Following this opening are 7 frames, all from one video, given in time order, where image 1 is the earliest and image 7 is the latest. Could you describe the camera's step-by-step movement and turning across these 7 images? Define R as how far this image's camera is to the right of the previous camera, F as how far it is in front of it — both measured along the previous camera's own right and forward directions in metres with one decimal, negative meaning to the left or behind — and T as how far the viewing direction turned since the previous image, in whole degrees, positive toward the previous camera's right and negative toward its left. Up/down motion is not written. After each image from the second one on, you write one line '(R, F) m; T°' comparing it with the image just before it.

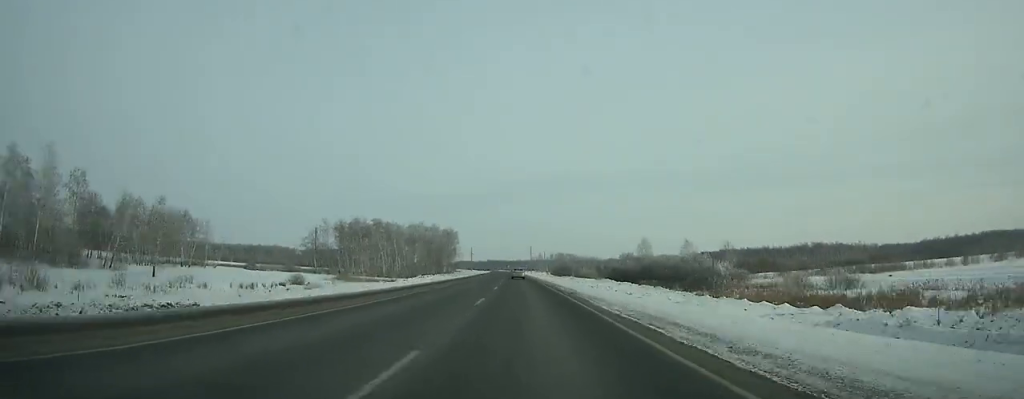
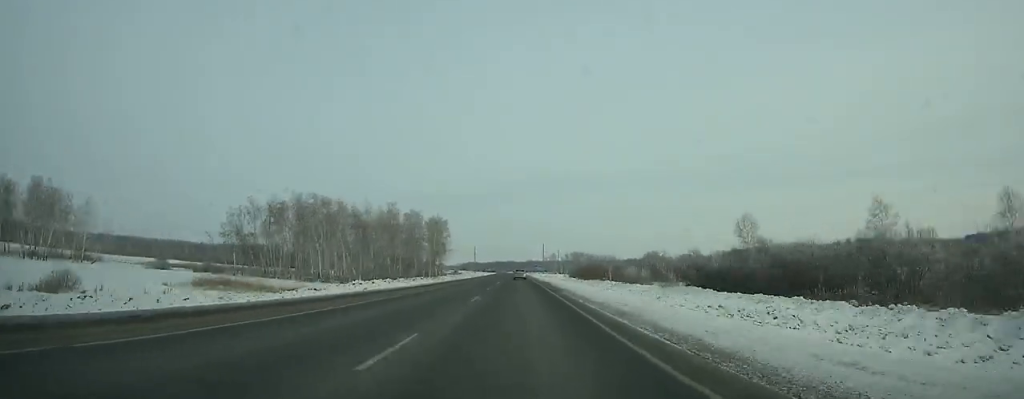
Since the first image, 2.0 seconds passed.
(-0.4, +62.7) m; -1°
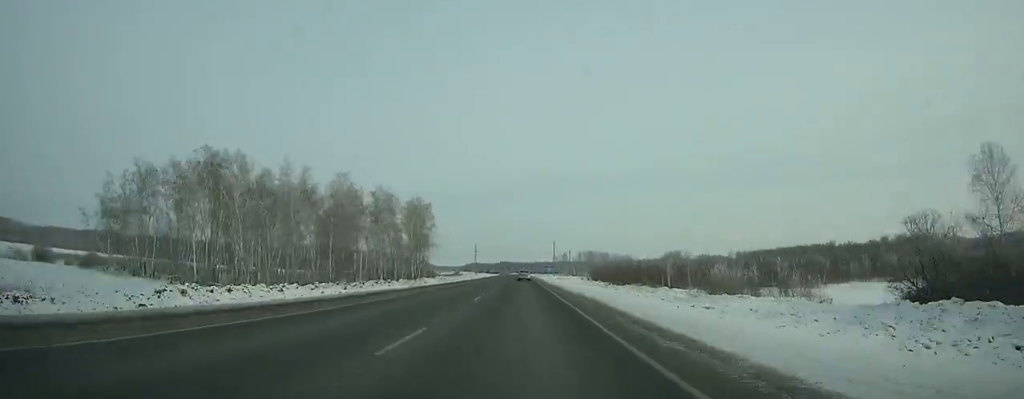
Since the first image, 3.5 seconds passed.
(-0.3, +47.0) m; 0°
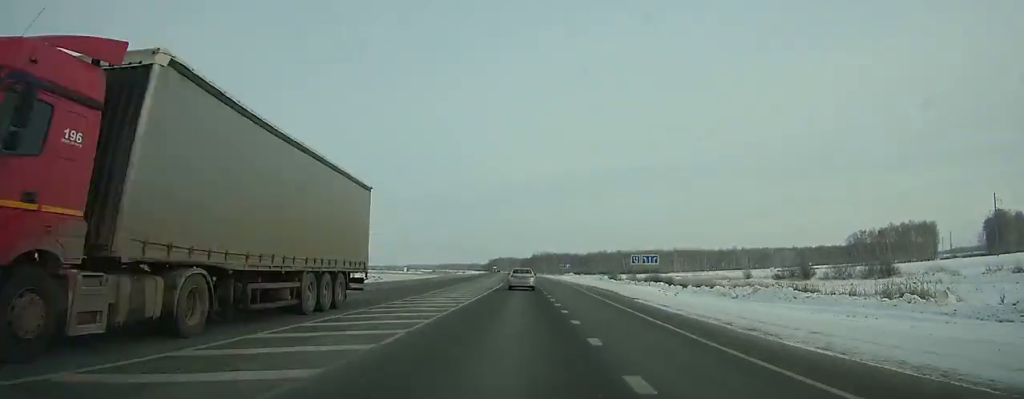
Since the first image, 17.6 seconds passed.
(-13.5, +409.2) m; -5°
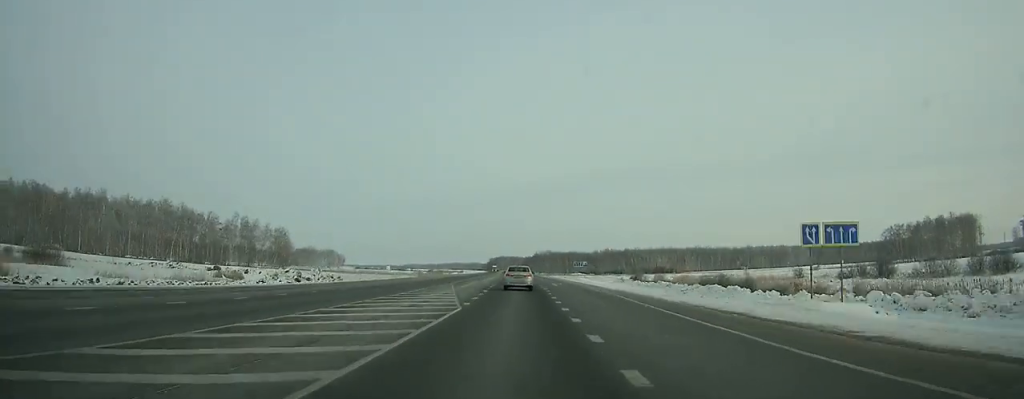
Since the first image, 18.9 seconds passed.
(+0.1, +32.6) m; 0°
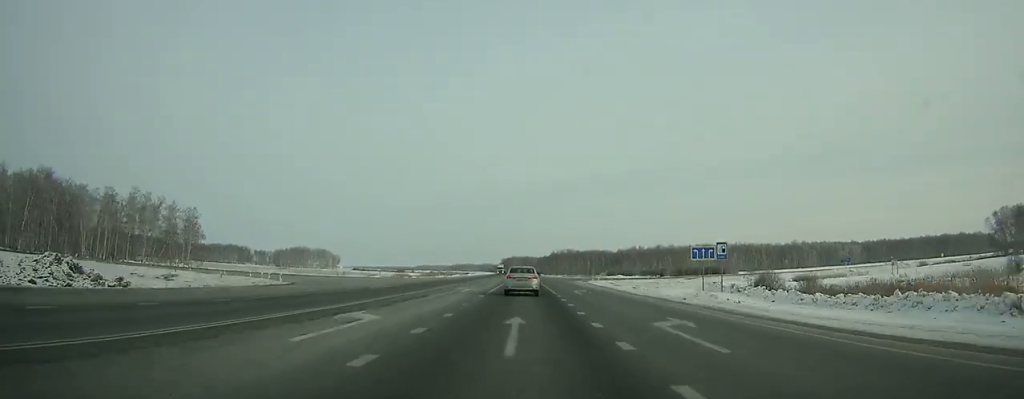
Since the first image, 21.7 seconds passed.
(-0.8, +65.4) m; -1°
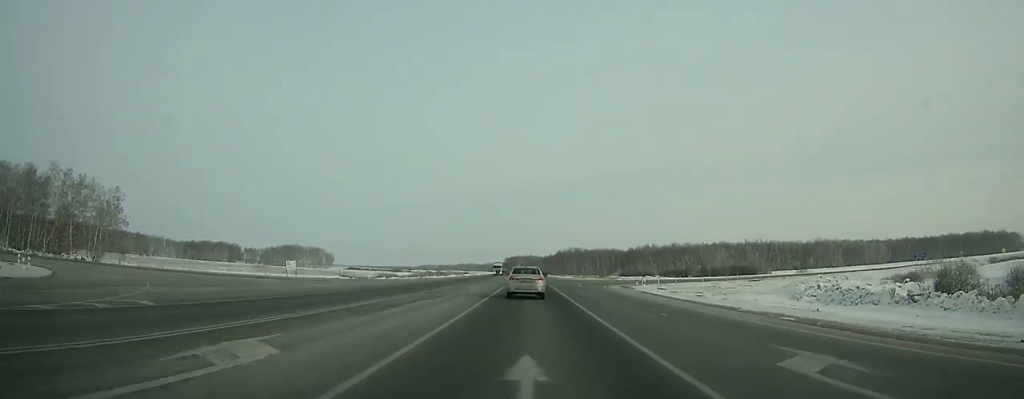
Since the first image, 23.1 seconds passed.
(-0.1, +31.1) m; 0°
